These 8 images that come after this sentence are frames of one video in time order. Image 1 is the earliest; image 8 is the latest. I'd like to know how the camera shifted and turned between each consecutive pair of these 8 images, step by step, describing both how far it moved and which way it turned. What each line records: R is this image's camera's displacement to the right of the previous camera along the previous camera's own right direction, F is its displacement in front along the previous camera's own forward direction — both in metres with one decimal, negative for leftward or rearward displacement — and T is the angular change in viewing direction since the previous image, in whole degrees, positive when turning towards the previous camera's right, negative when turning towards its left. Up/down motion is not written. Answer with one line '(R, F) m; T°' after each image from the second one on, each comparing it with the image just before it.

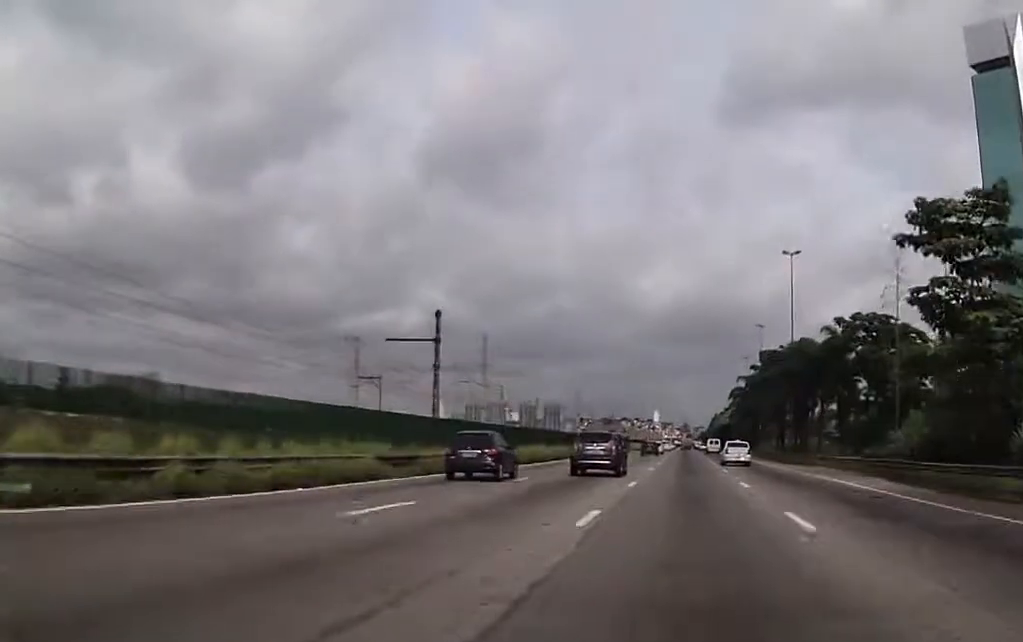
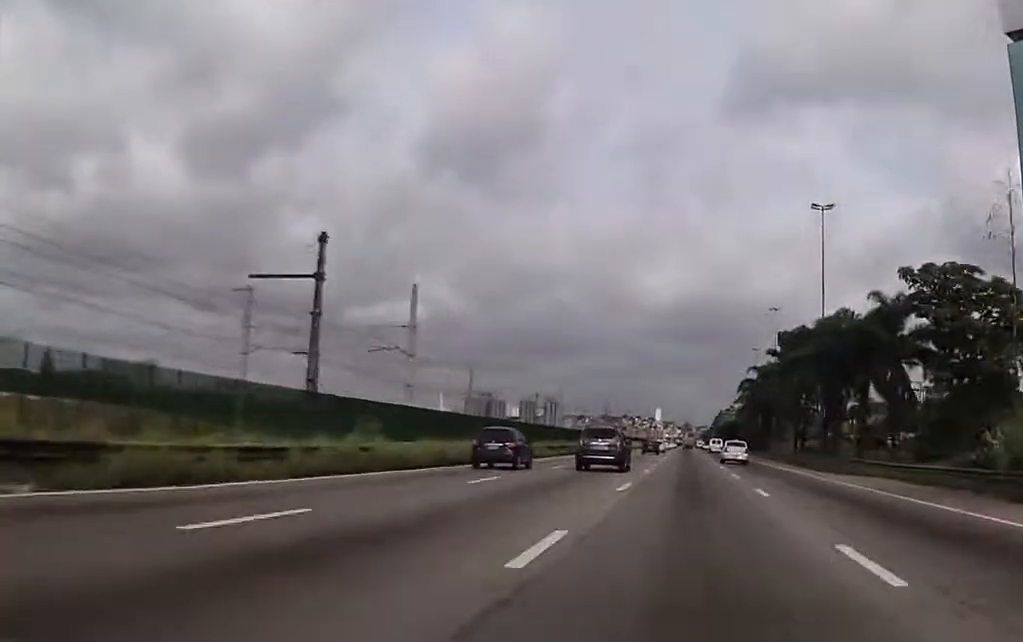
(0.0, +16.8) m; -1°
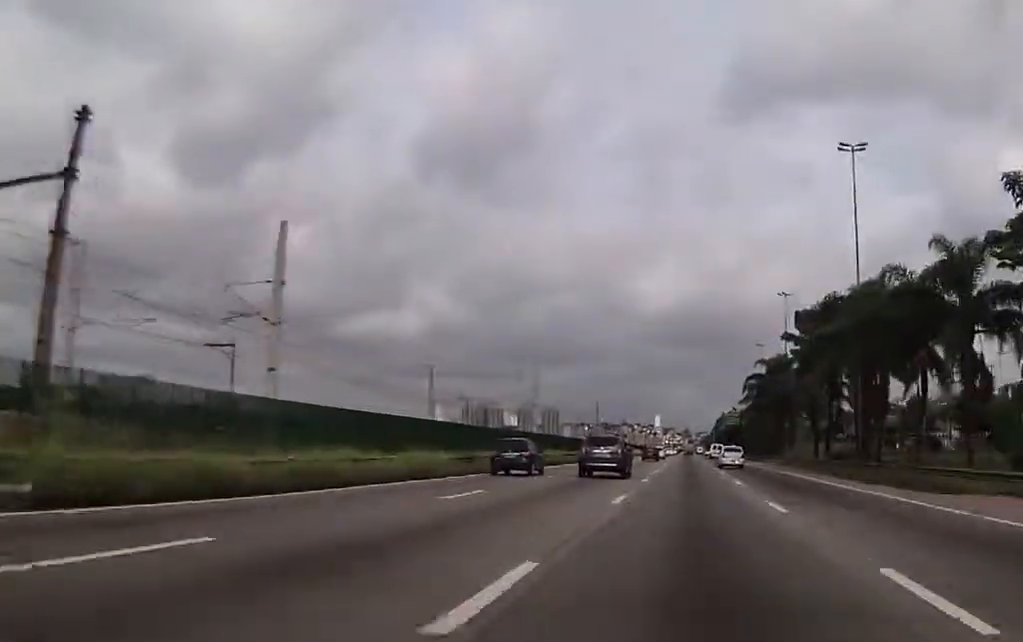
(-0.4, +14.9) m; 0°
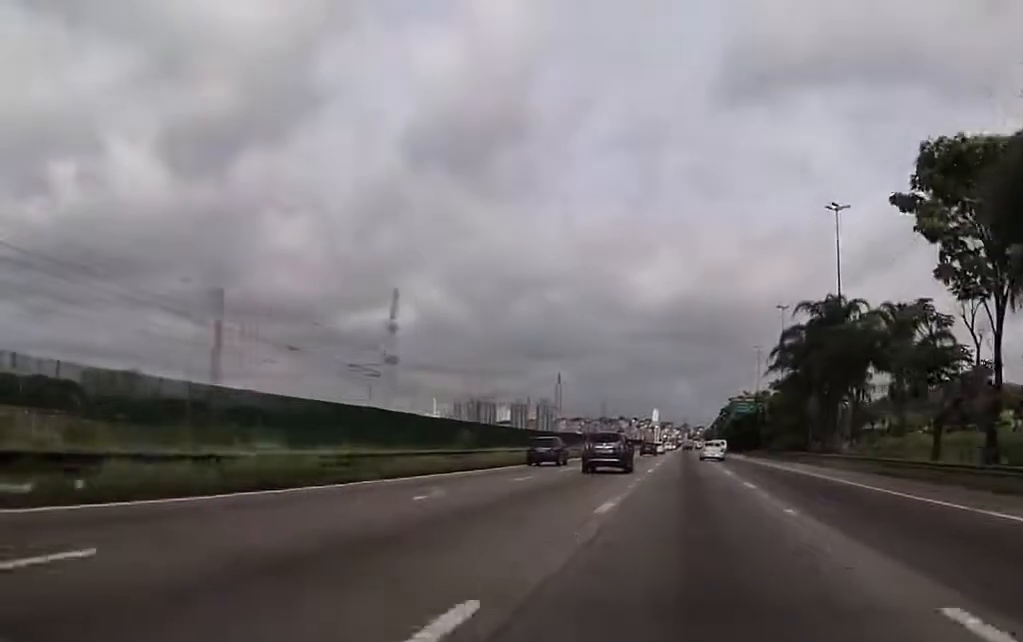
(+0.8, +37.9) m; +1°
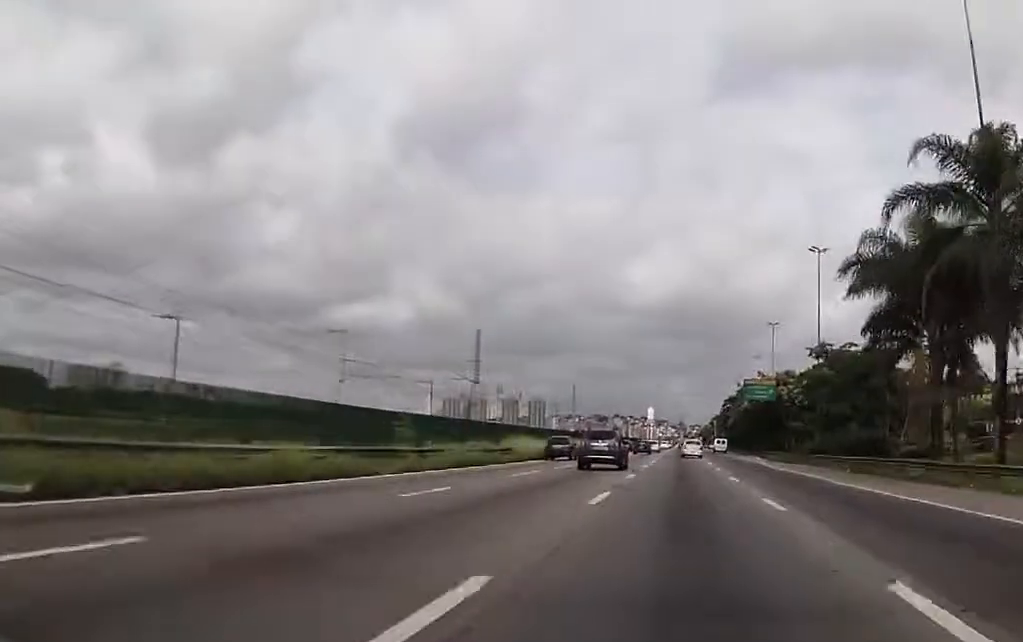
(-0.3, +35.4) m; -1°
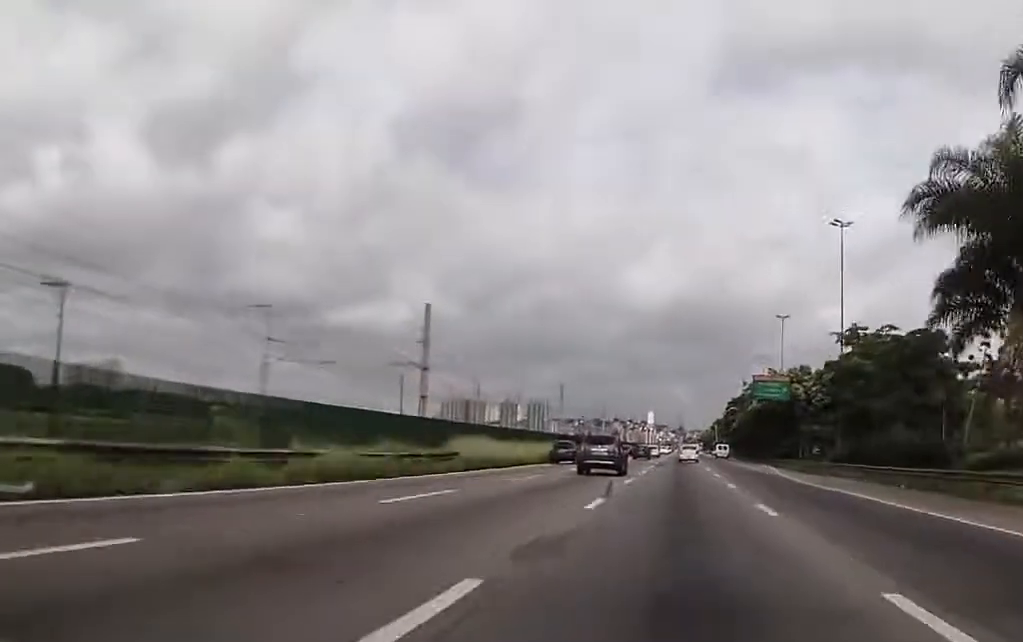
(-0.1, +12.1) m; 0°
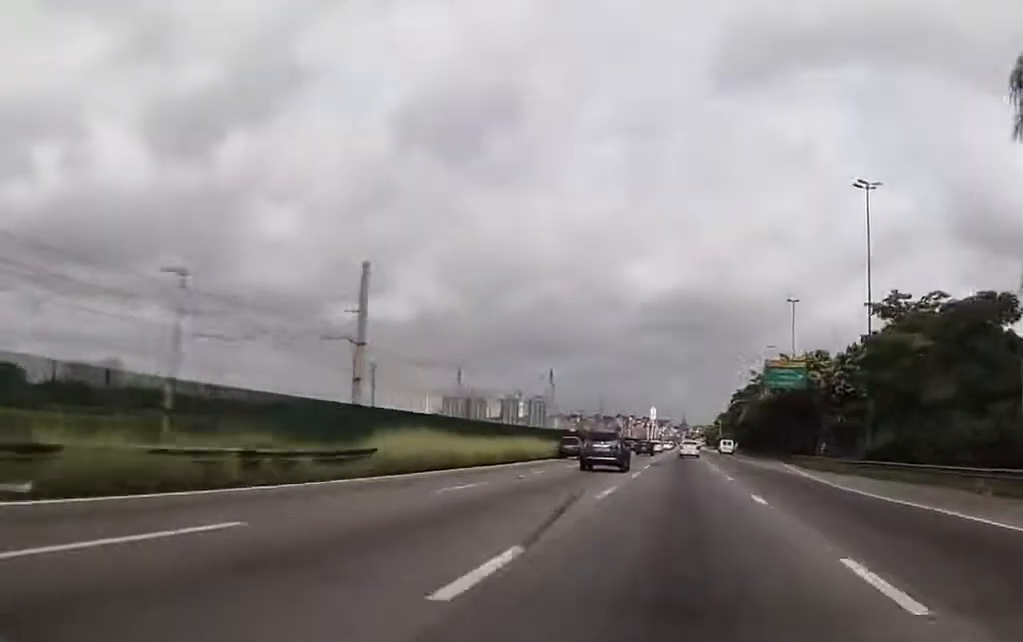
(+0.1, +10.0) m; 0°
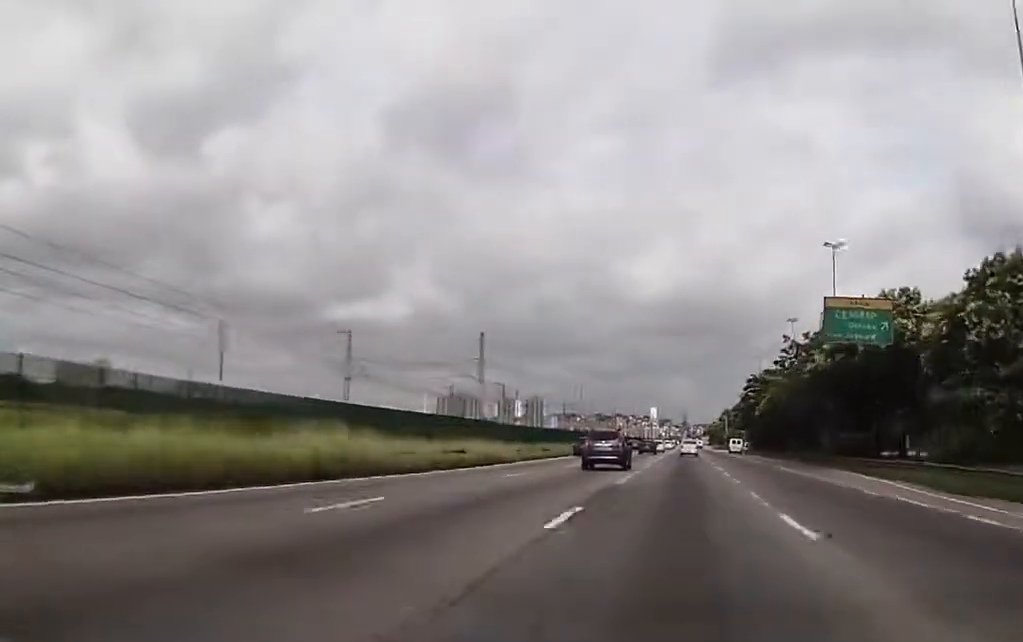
(+0.1, +31.3) m; 0°
